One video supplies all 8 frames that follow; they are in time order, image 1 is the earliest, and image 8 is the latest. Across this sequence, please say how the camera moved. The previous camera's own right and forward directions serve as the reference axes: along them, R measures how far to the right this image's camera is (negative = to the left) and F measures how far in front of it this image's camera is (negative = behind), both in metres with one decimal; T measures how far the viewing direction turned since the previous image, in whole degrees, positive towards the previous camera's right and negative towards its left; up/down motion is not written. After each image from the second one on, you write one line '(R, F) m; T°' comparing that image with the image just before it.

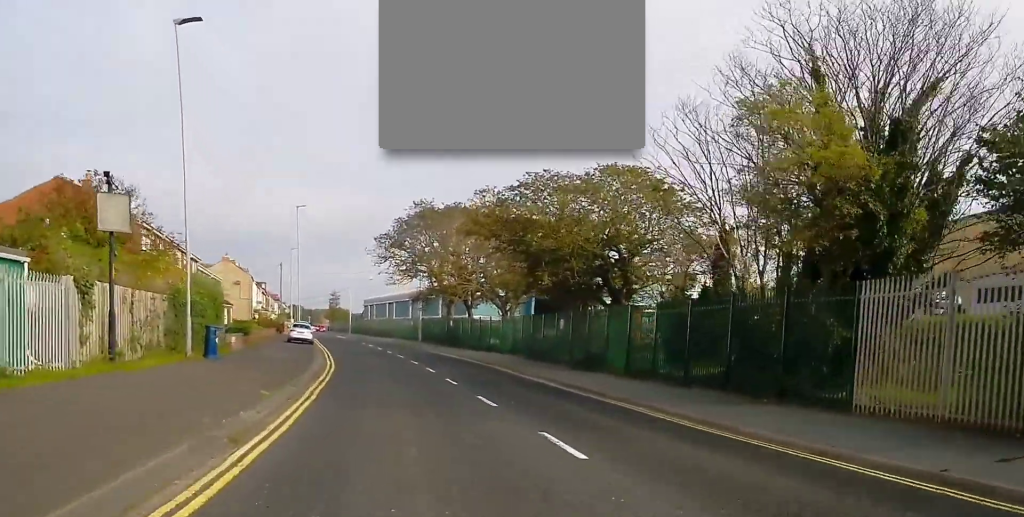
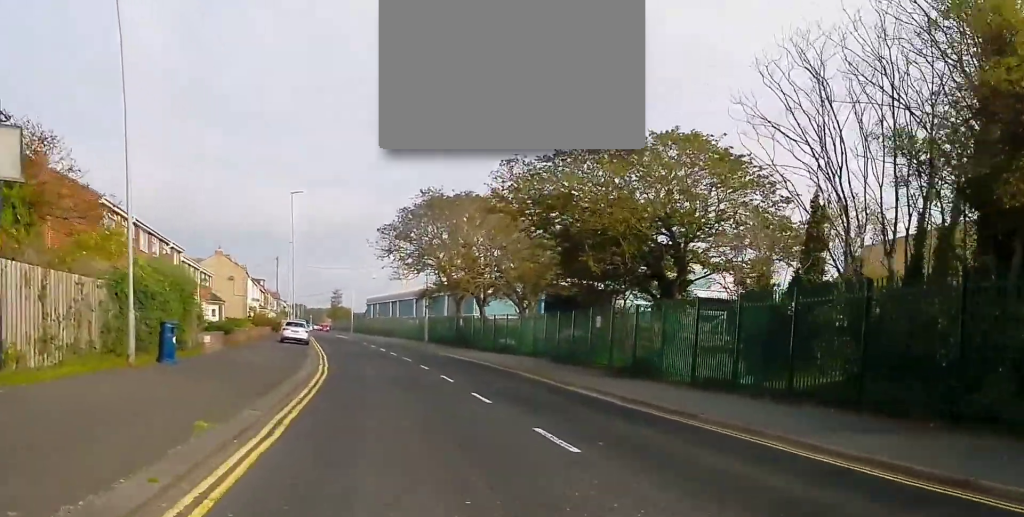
(0.0, +5.6) m; +1°
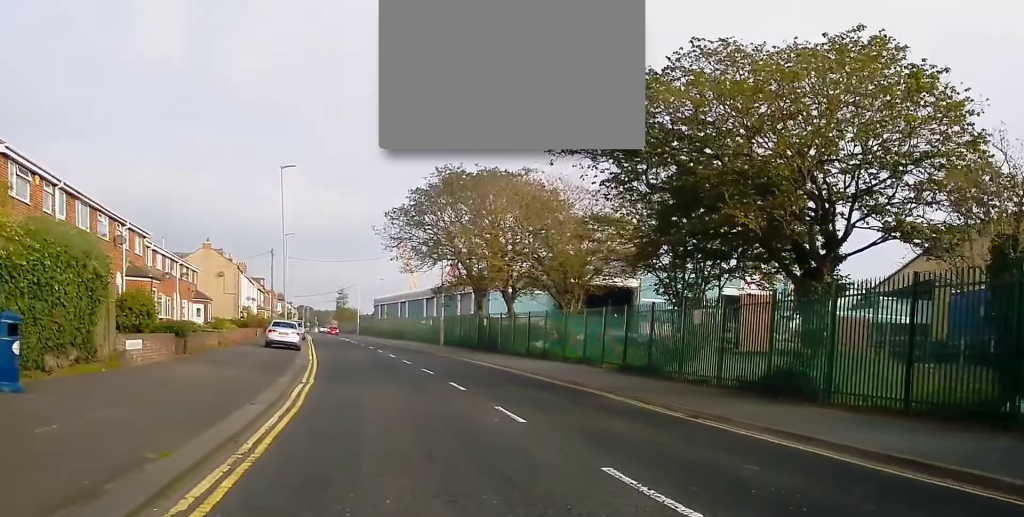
(+0.1, +9.3) m; 0°
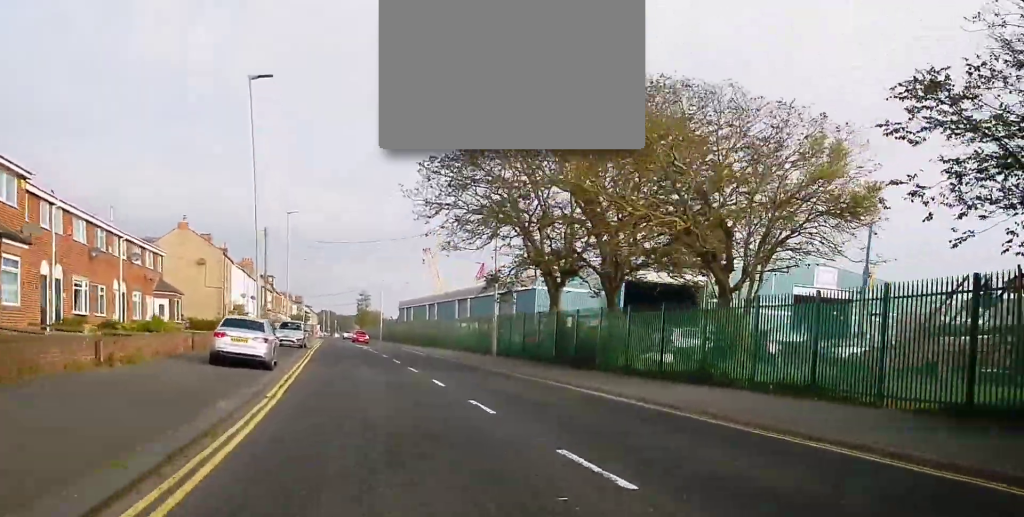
(-0.4, +17.1) m; -2°
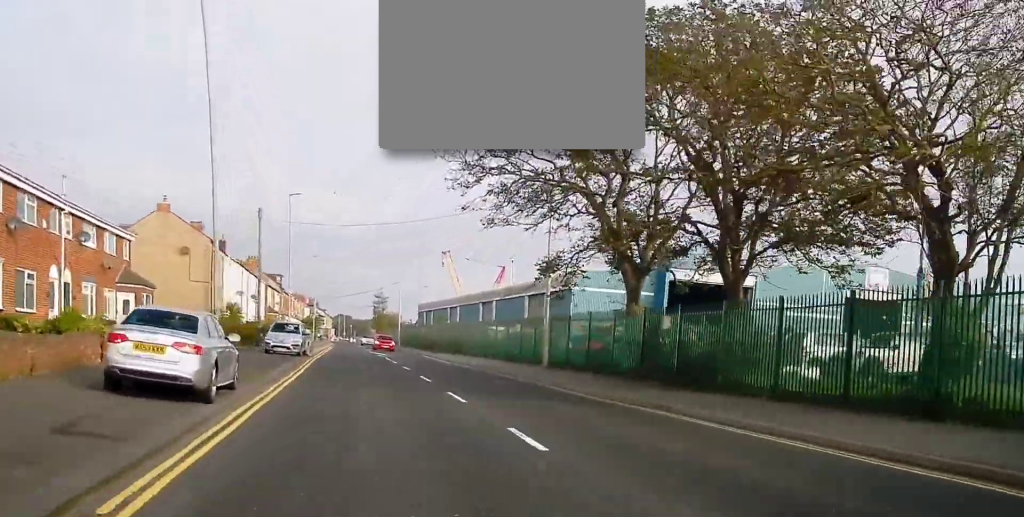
(0.0, +9.9) m; -1°
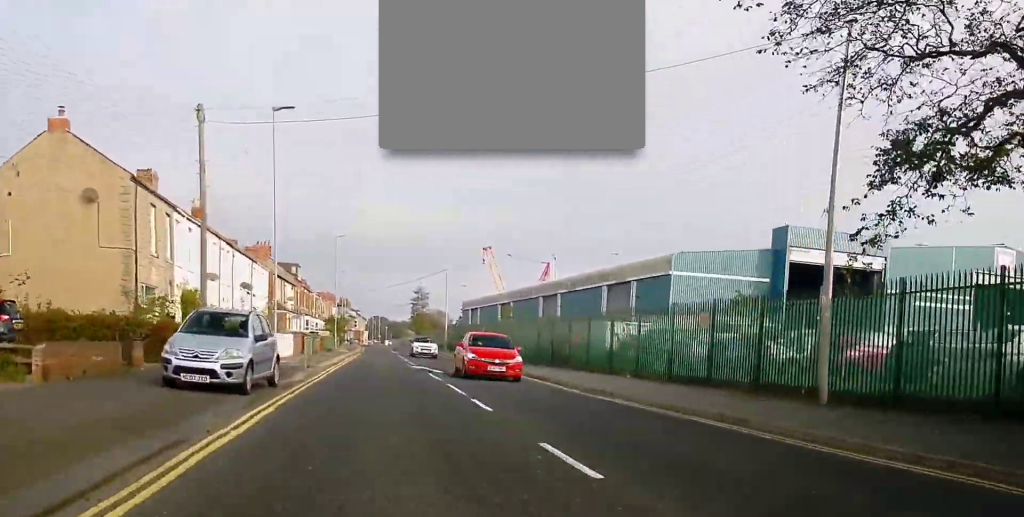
(-0.5, +20.9) m; -2°
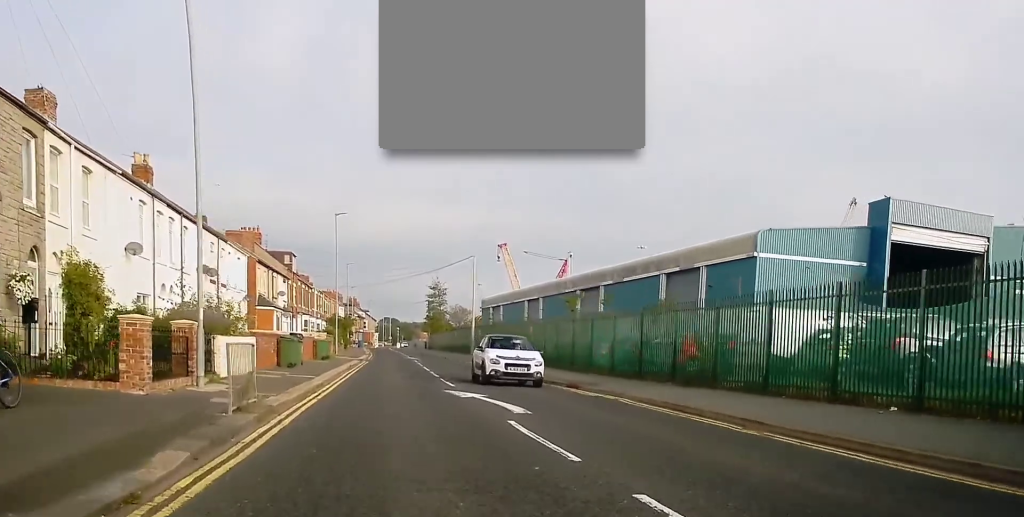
(-0.1, +14.5) m; -1°
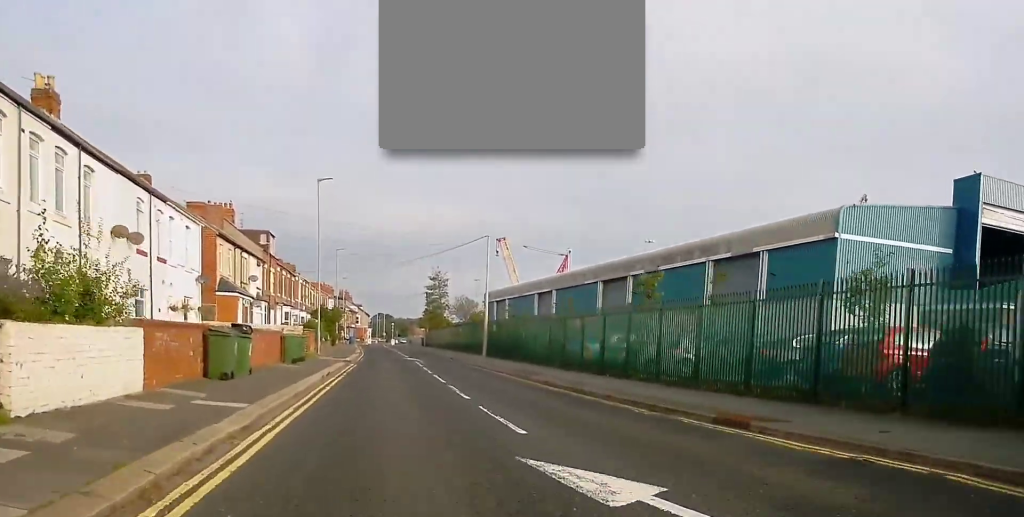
(-0.1, +11.3) m; -1°
